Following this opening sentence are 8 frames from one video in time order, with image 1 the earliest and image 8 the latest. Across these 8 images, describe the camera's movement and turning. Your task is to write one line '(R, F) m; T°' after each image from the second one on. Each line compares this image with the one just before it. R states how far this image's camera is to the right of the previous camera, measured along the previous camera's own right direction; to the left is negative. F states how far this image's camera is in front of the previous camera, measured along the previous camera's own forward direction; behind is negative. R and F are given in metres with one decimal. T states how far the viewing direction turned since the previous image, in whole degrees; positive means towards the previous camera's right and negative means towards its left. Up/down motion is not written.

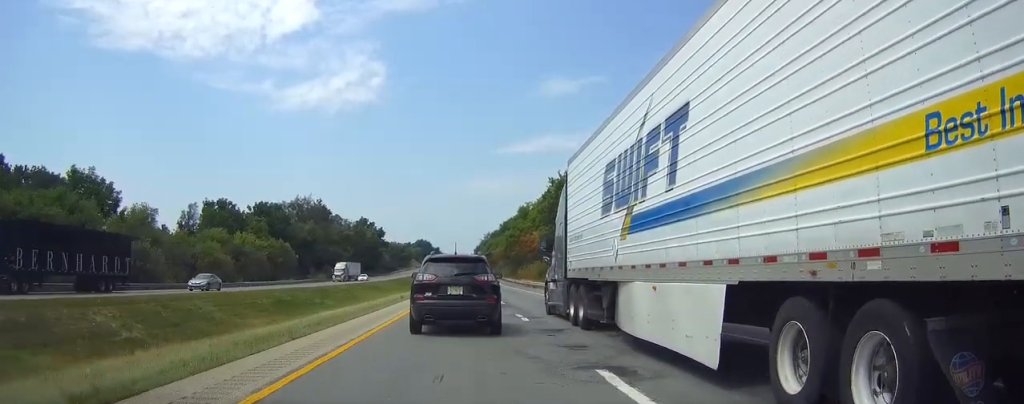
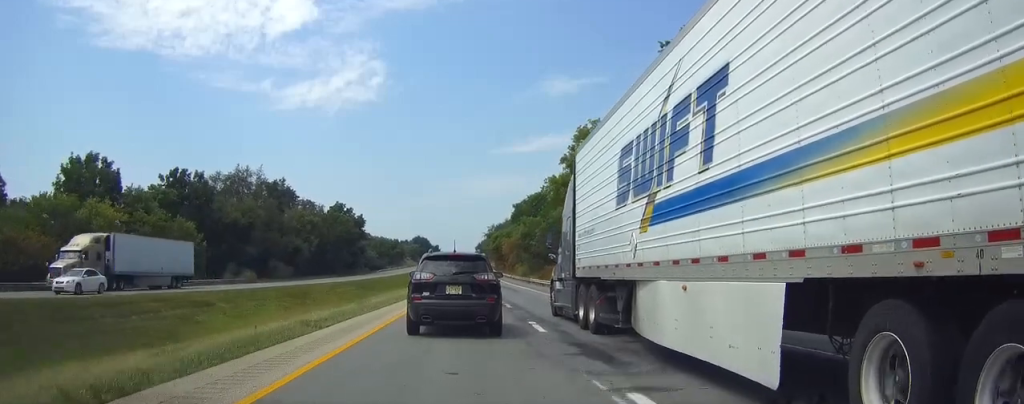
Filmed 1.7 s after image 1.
(-0.1, +51.6) m; 0°
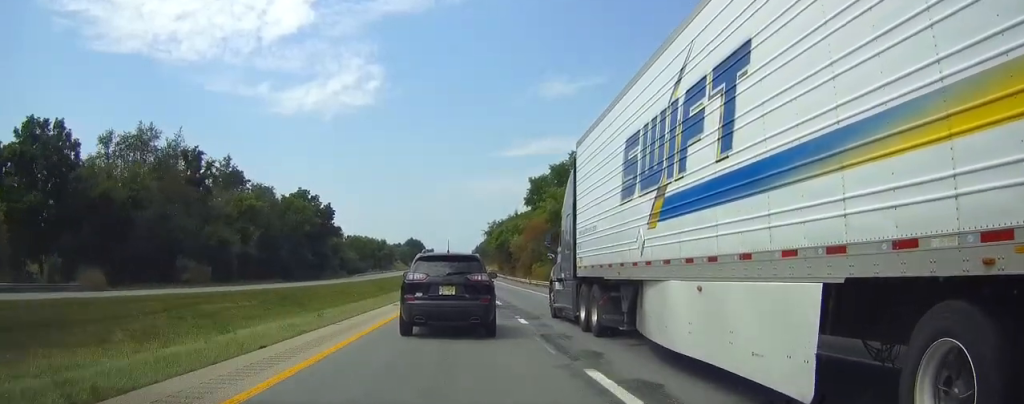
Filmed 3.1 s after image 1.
(-0.1, +45.3) m; 0°
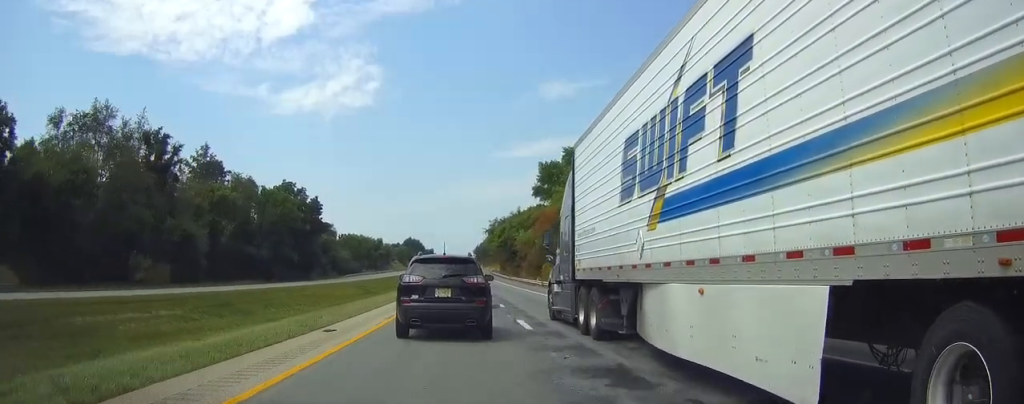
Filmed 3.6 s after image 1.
(0.0, +14.4) m; 0°
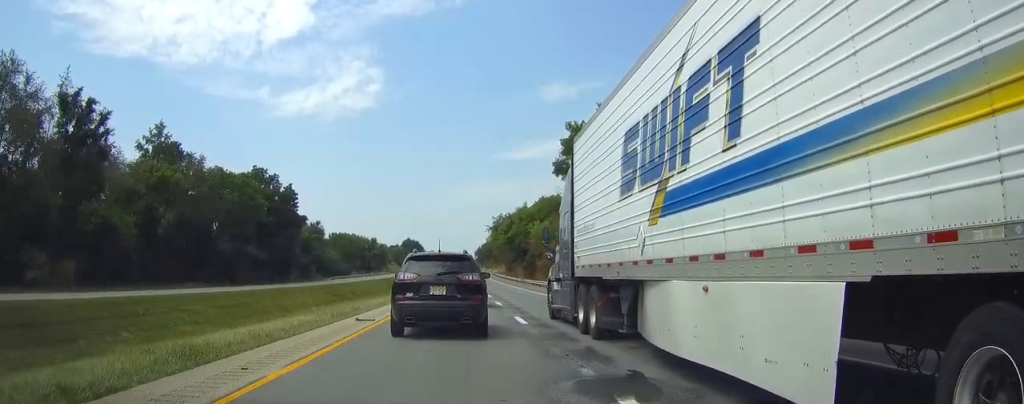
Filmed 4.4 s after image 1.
(+0.1, +23.6) m; 0°
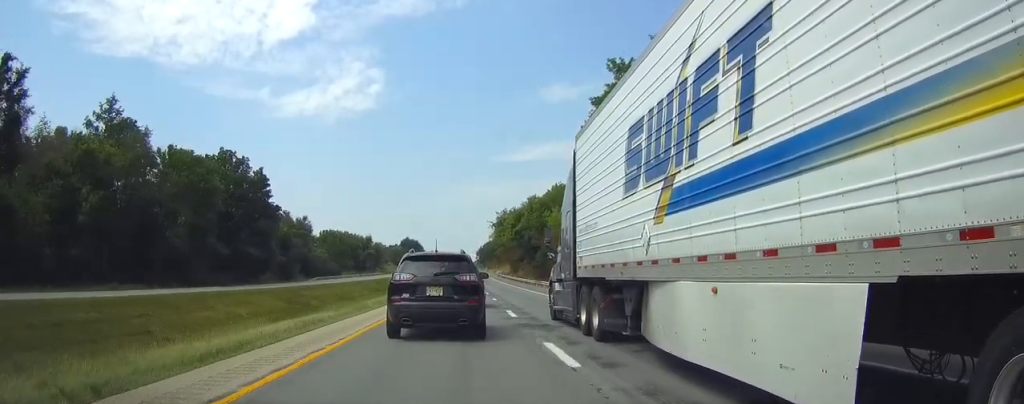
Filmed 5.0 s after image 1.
(0.0, +19.5) m; 0°
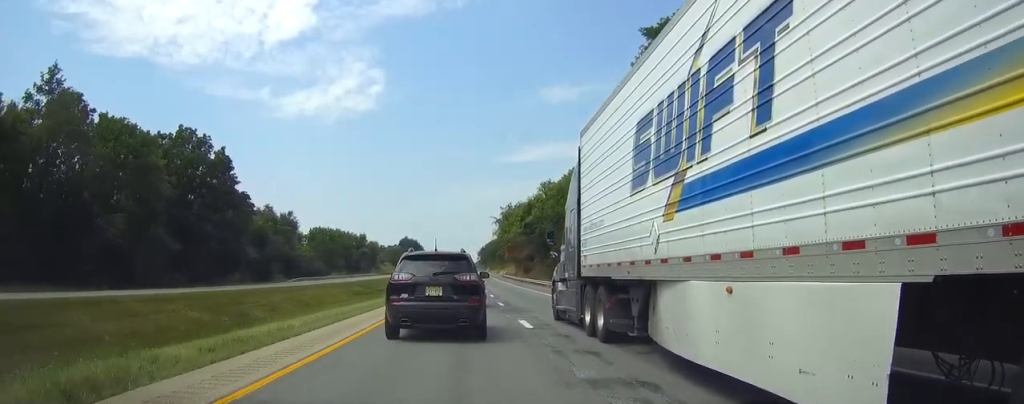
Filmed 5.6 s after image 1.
(0.0, +18.4) m; 0°
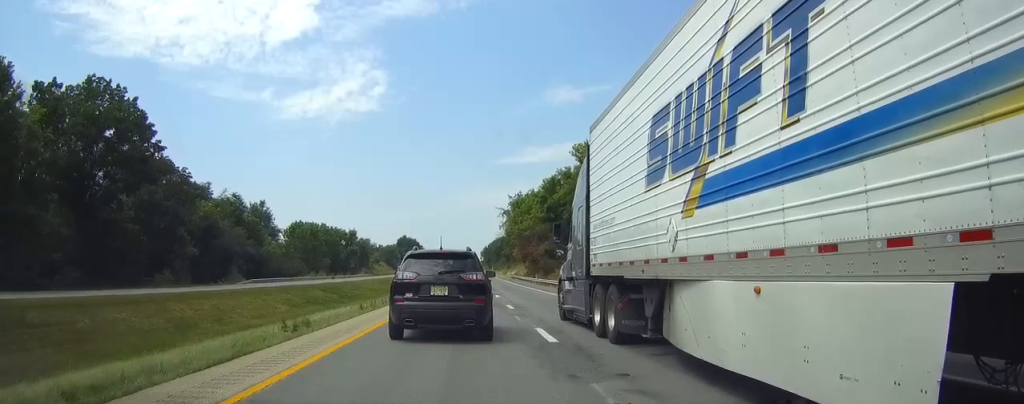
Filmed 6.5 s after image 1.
(-0.2, +27.6) m; 0°
